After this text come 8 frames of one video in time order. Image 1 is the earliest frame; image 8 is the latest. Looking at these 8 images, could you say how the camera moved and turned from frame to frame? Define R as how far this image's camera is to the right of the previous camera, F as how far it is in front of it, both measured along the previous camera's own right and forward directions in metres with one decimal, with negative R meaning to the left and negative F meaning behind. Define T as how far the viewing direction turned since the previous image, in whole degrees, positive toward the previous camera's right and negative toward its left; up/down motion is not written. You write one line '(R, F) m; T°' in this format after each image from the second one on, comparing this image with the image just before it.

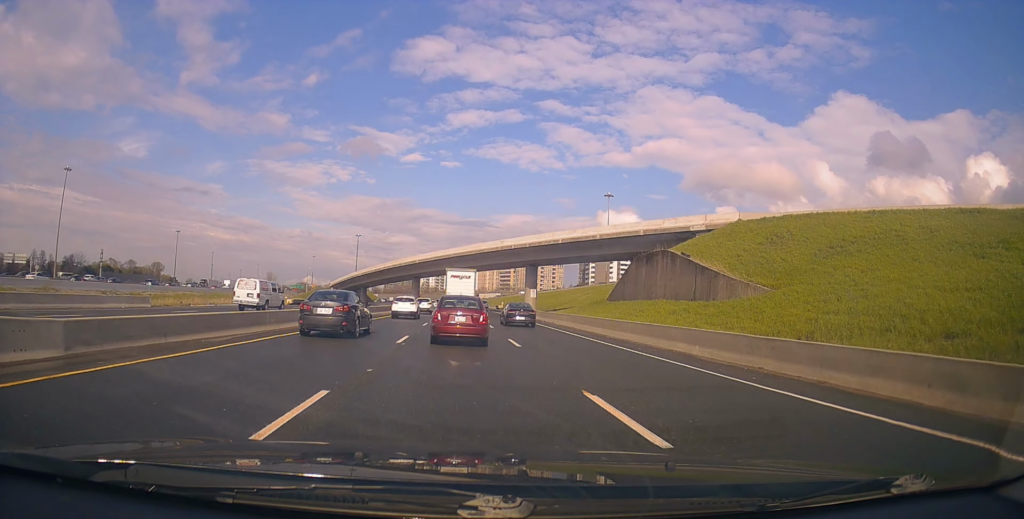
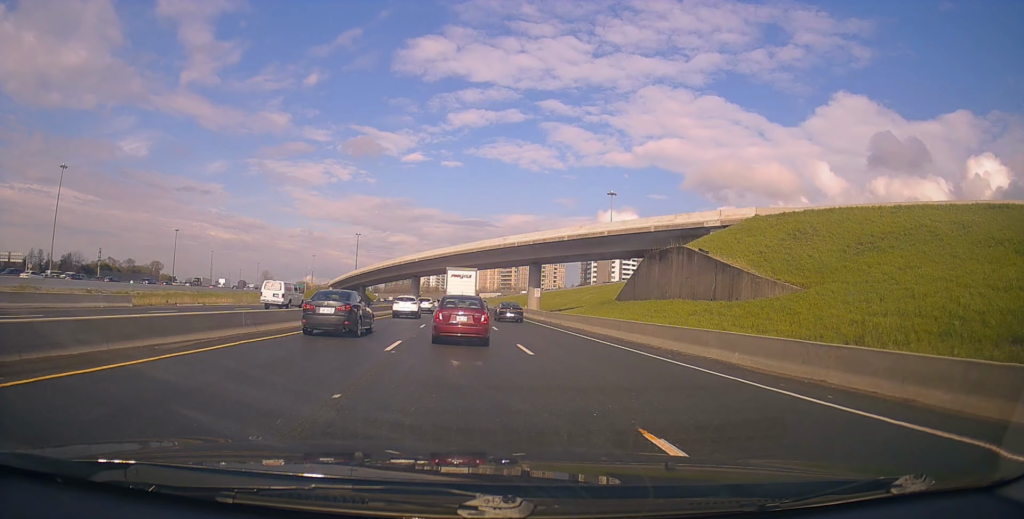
(+0.1, +2.8) m; 0°
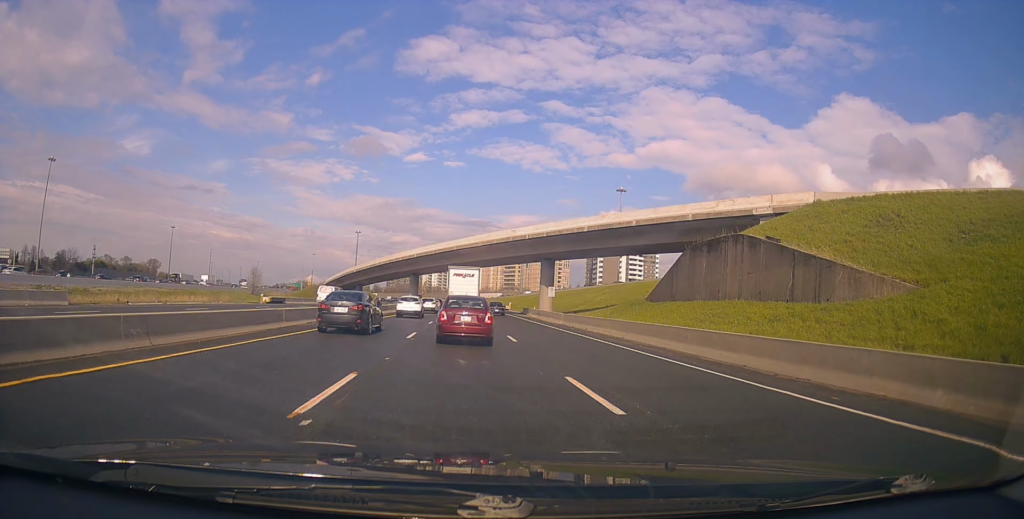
(0.0, +7.7) m; -3°
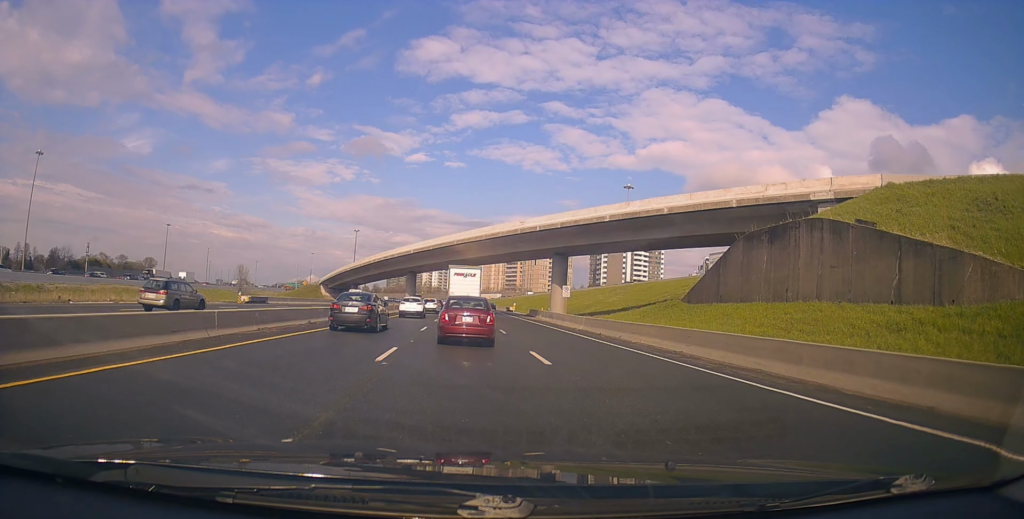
(-0.2, +6.9) m; -2°
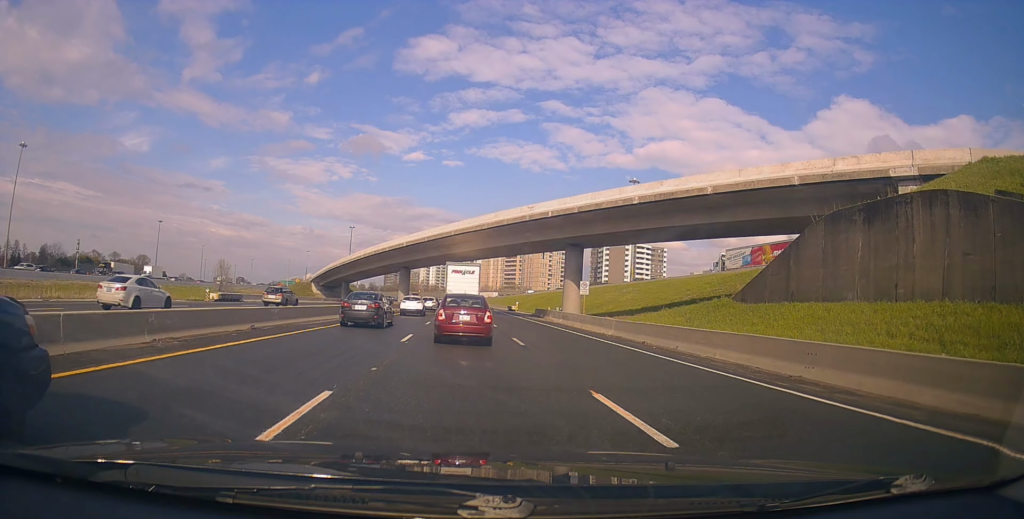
(+0.2, +7.3) m; +4°
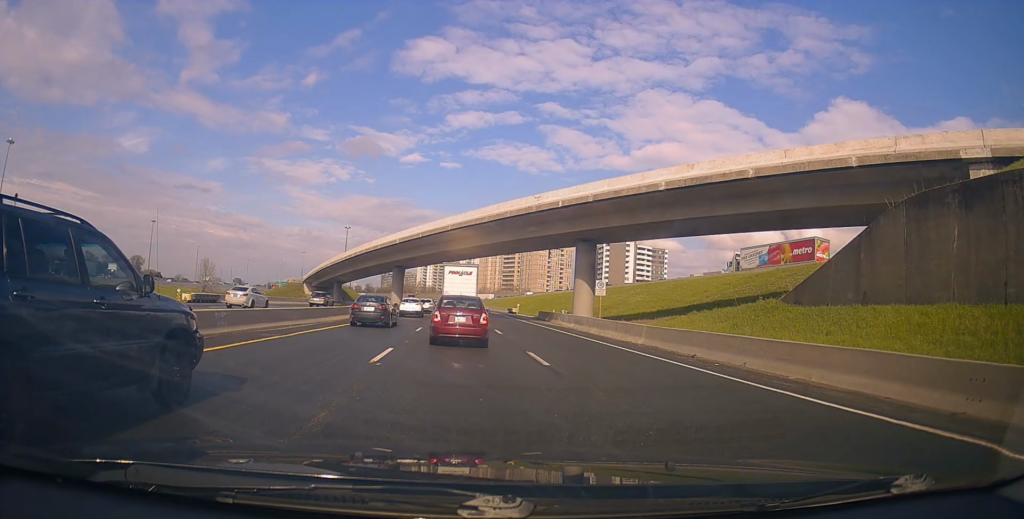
(+0.2, +5.1) m; -2°
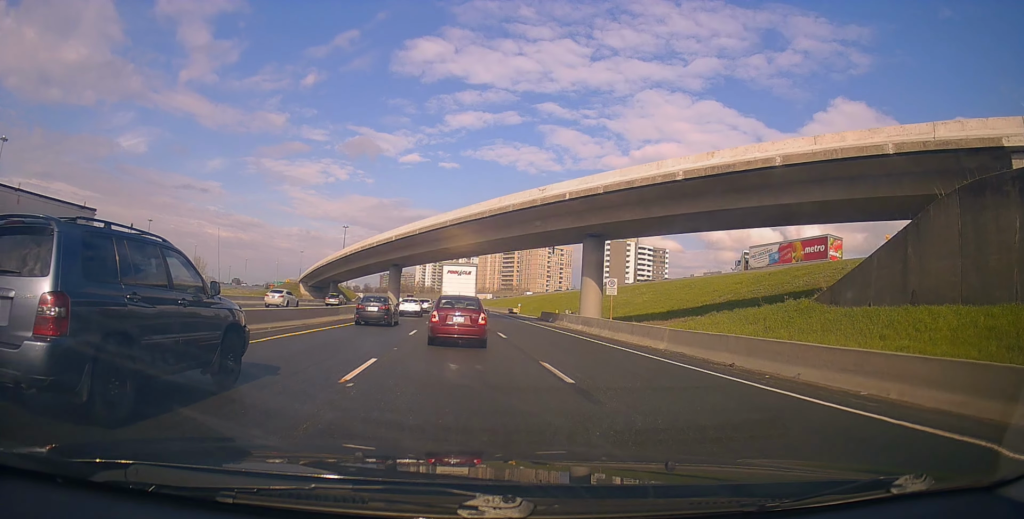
(-0.2, +2.8) m; -3°
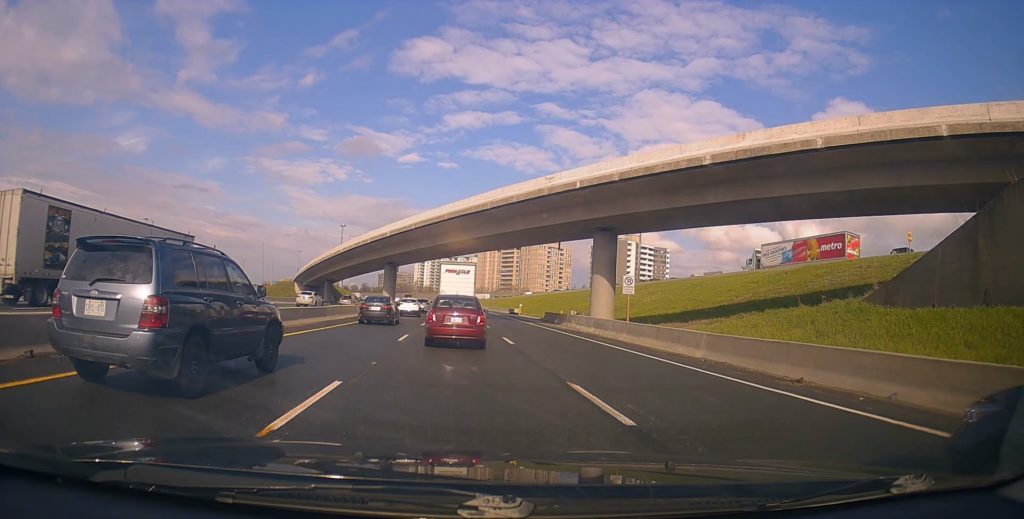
(0.0, +3.4) m; +3°
